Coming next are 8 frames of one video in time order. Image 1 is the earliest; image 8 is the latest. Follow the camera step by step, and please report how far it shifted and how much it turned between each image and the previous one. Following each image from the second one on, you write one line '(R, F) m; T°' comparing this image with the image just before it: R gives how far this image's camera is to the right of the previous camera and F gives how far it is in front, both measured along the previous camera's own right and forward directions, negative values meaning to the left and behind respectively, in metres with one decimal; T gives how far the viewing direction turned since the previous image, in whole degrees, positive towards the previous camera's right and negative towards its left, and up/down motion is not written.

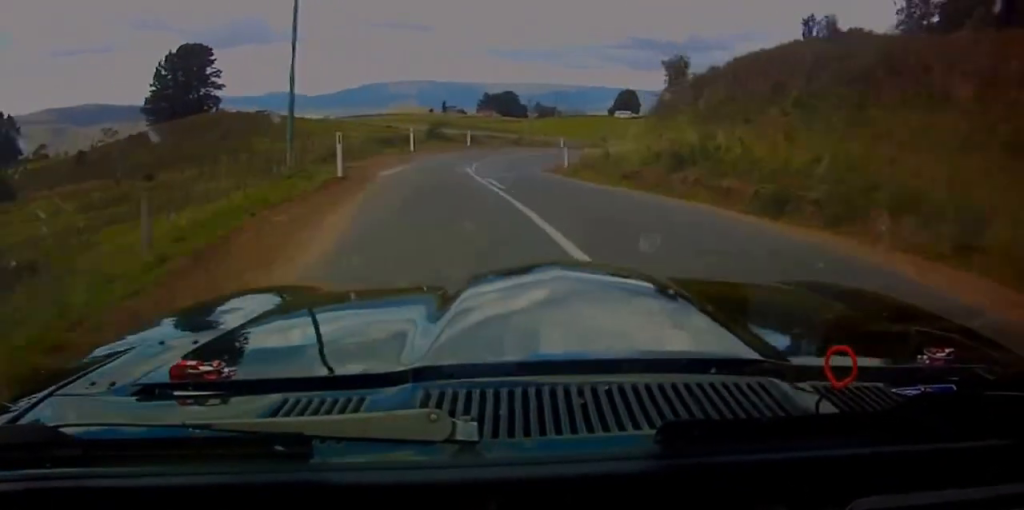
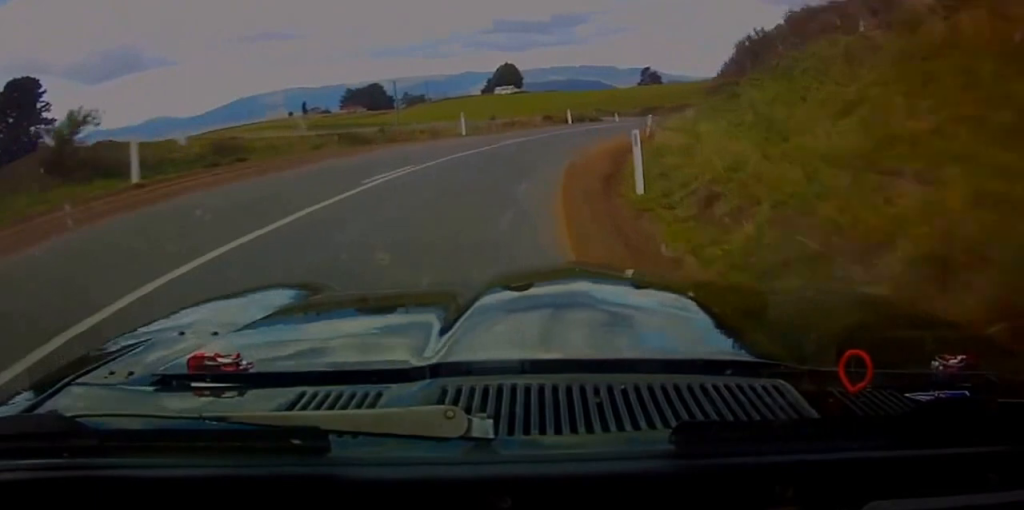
(-1.5, +35.7) m; +1°
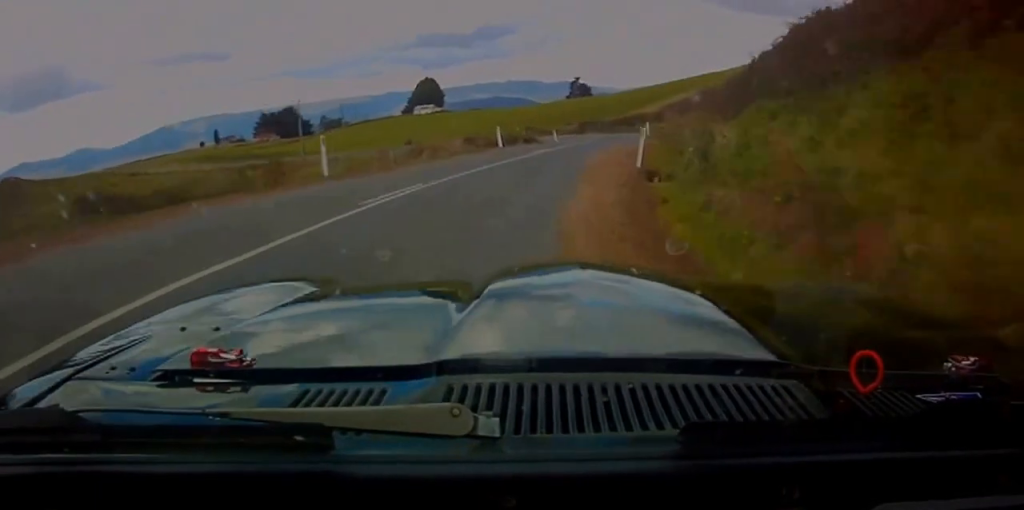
(+1.2, +11.7) m; -4°
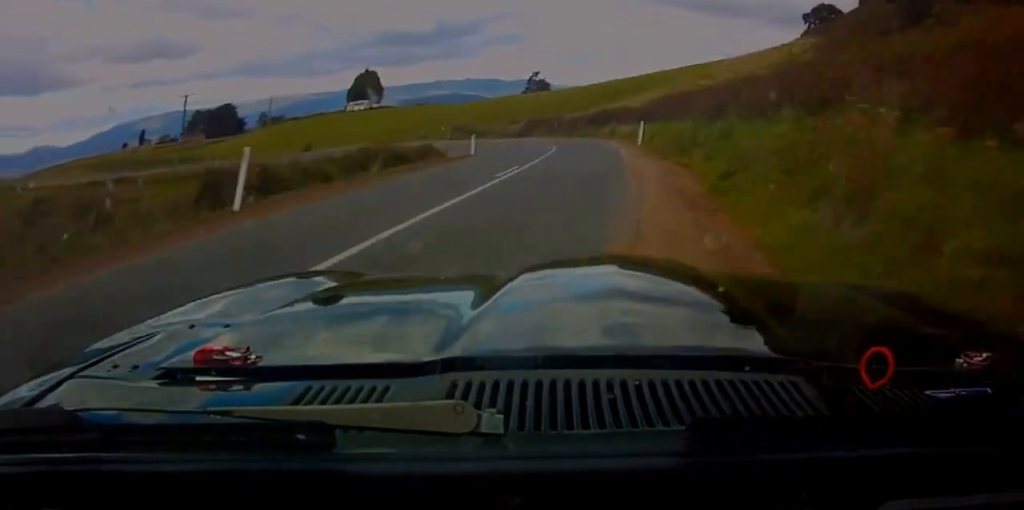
(-0.9, +21.0) m; -10°
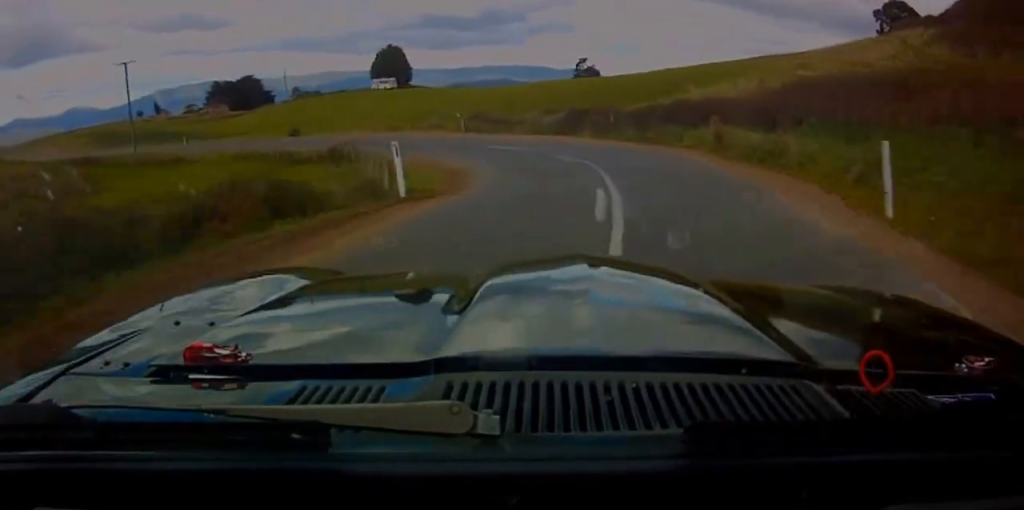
(-3.1, +18.6) m; -10°
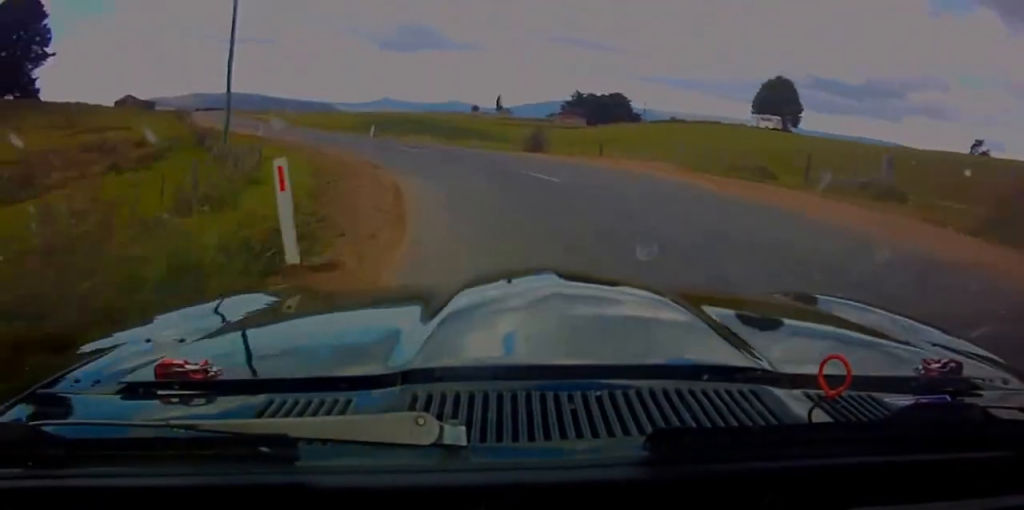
(-0.5, +39.6) m; -1°
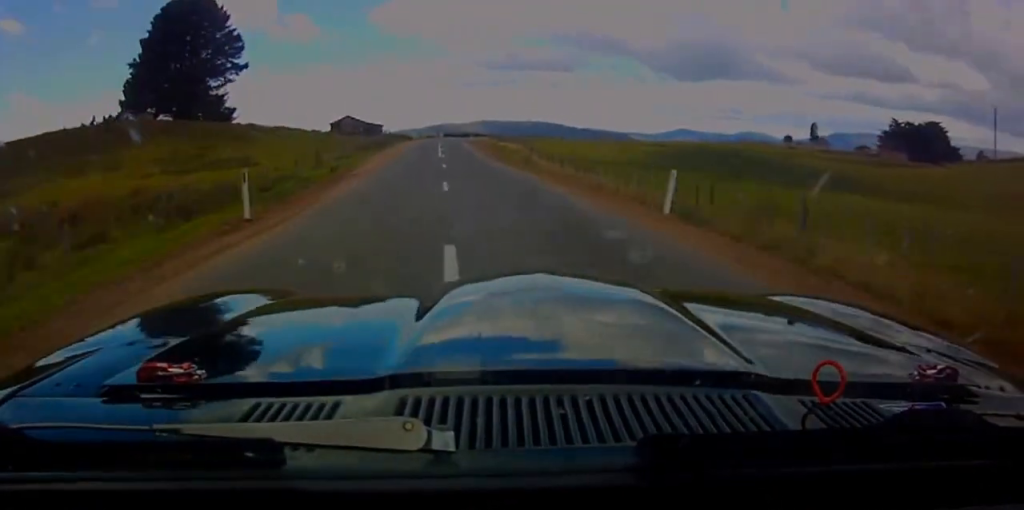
(0.0, +29.4) m; 0°
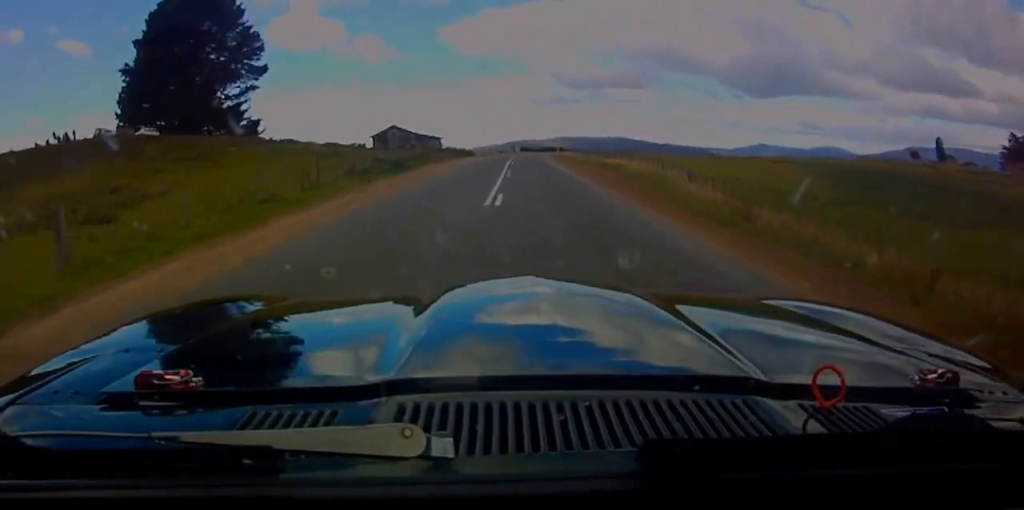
(0.0, +22.3) m; 0°
